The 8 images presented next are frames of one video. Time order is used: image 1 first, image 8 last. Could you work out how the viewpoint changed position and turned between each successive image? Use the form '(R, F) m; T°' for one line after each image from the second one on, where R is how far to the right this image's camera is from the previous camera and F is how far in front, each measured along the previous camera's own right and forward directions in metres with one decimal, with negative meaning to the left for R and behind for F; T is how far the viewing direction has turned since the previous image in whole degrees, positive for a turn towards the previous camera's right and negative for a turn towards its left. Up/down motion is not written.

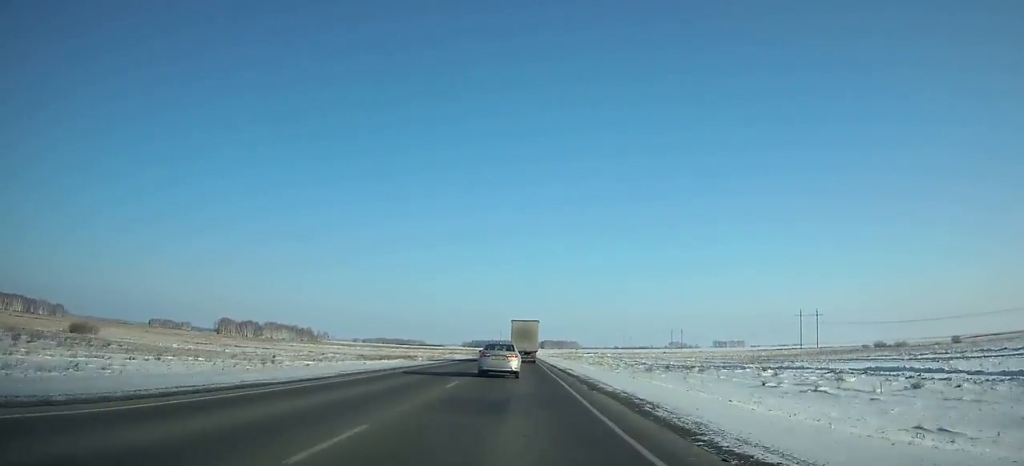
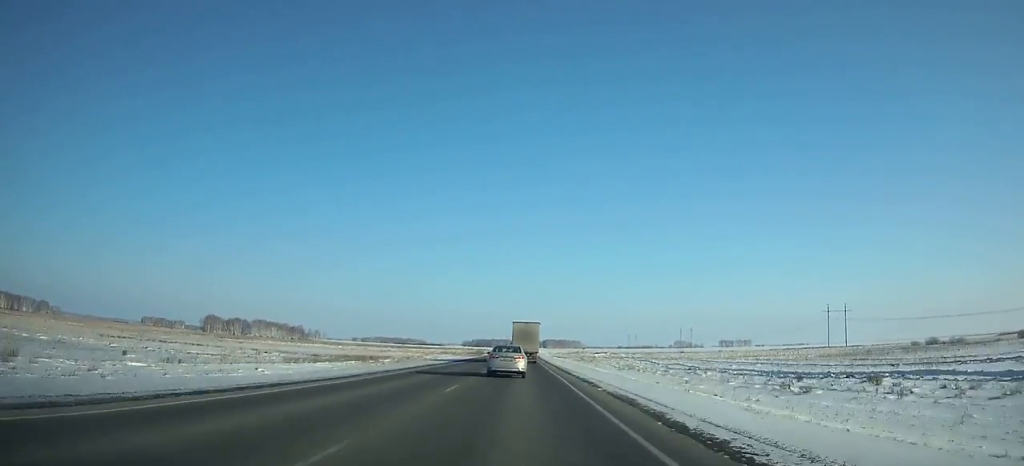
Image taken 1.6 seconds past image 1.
(-0.2, +36.6) m; 0°
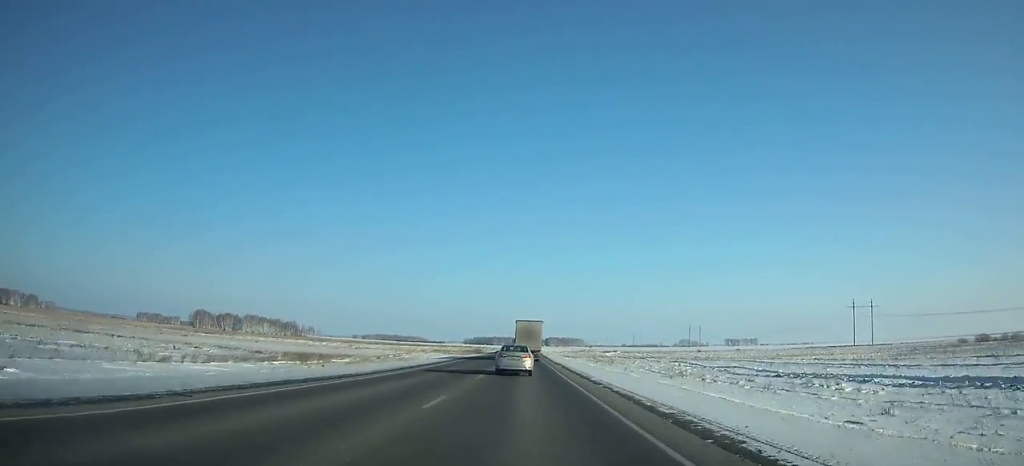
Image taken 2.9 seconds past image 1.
(-0.1, +29.6) m; 0°
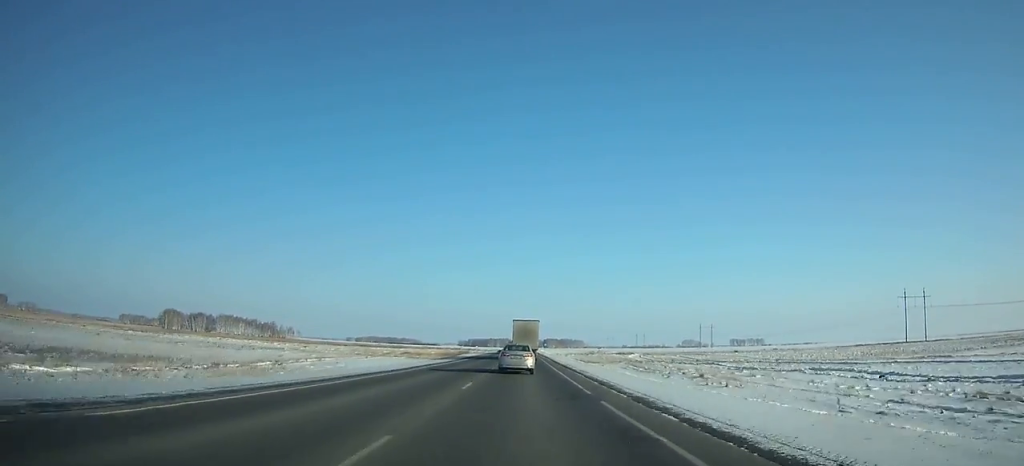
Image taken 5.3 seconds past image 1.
(-0.1, +54.6) m; 0°
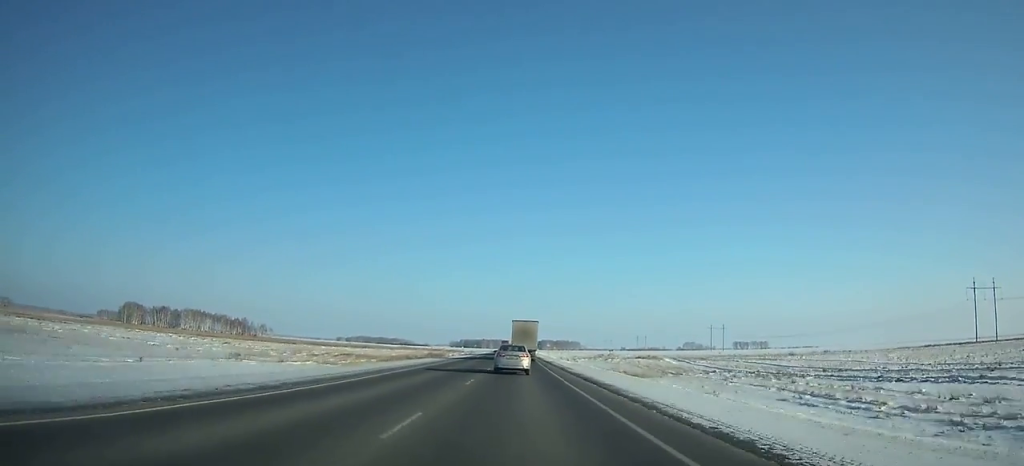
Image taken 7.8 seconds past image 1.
(+0.2, +56.8) m; 0°
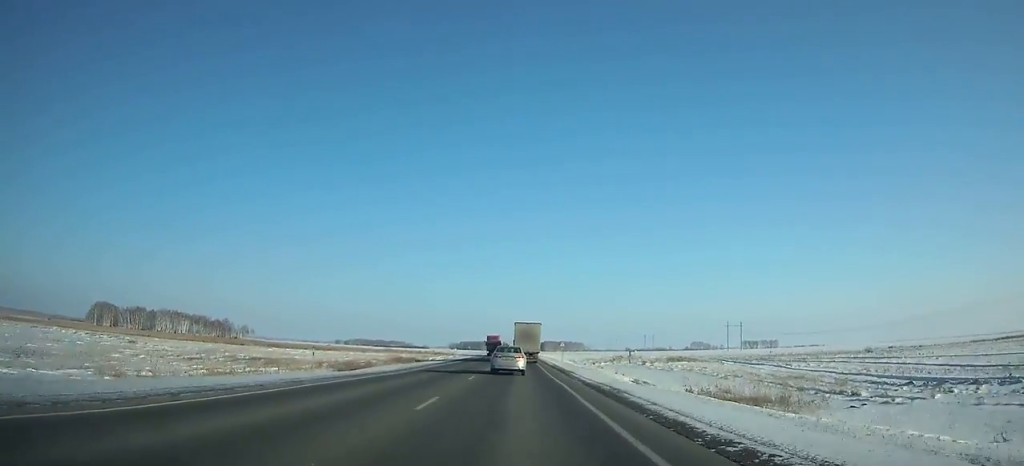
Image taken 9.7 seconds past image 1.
(+0.1, +43.3) m; 0°
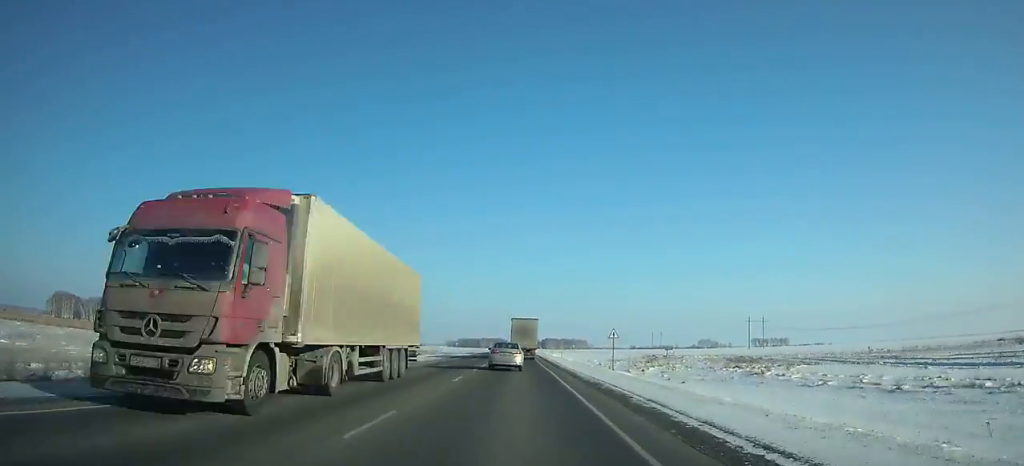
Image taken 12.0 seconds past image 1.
(+0.1, +52.6) m; 0°
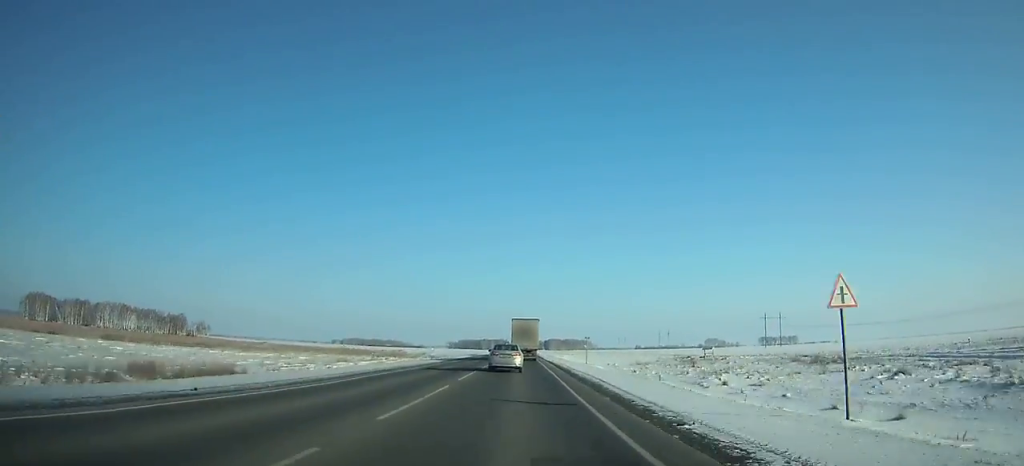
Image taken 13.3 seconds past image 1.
(0.0, +29.9) m; 0°
